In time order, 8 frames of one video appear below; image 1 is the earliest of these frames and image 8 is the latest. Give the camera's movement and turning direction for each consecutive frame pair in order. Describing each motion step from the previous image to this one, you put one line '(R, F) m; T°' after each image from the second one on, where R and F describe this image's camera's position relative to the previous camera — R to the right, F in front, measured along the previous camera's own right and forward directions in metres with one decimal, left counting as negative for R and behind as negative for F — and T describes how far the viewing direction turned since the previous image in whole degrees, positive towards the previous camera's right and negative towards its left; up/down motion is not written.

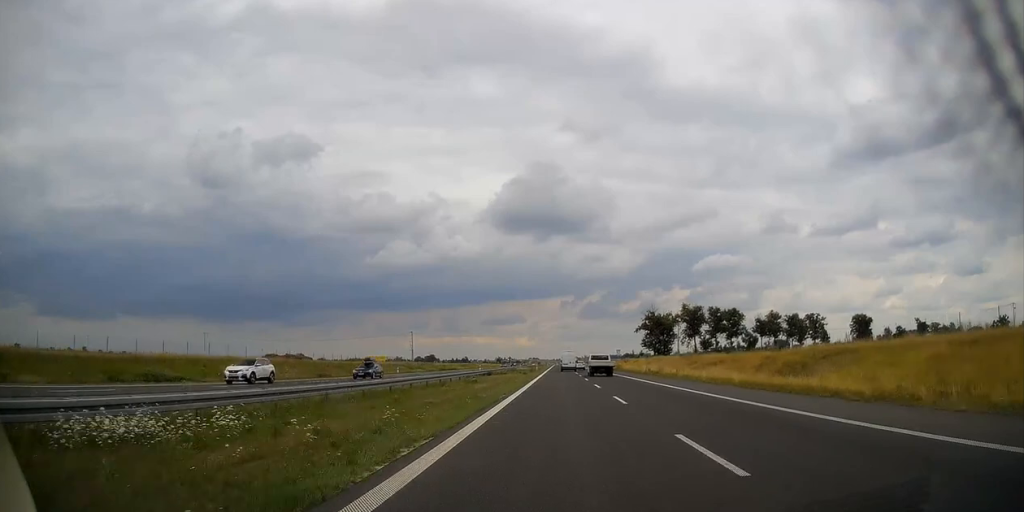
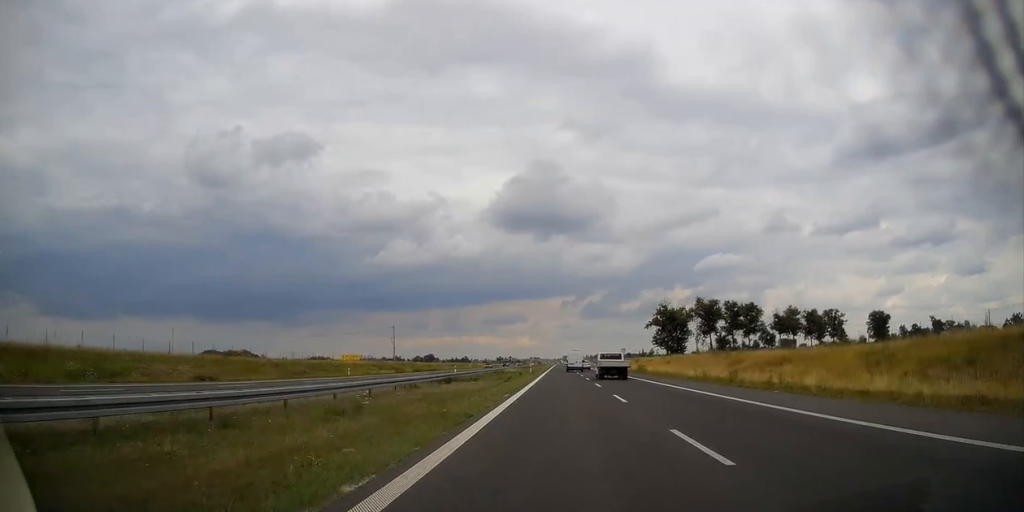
(0.0, +23.5) m; 0°
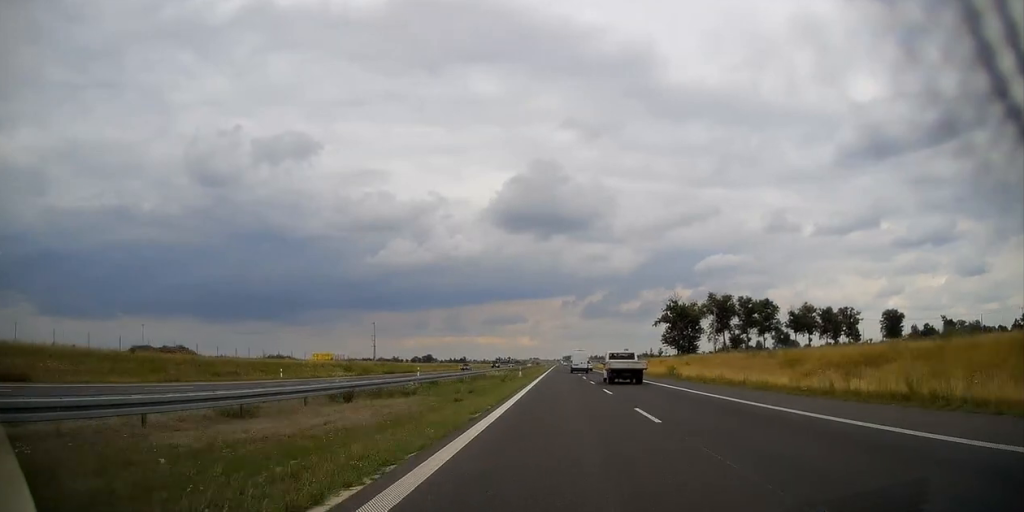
(0.0, +18.7) m; 0°
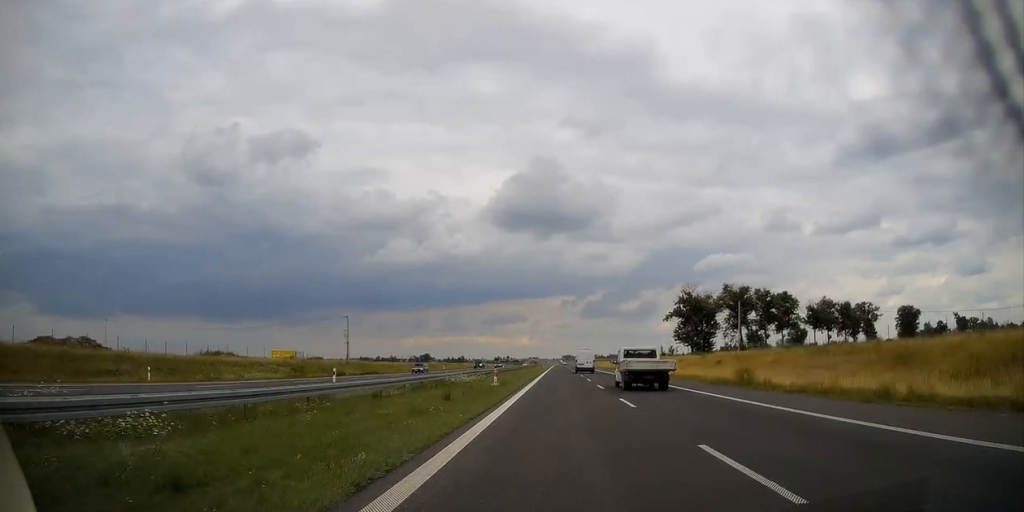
(0.0, +19.9) m; 0°
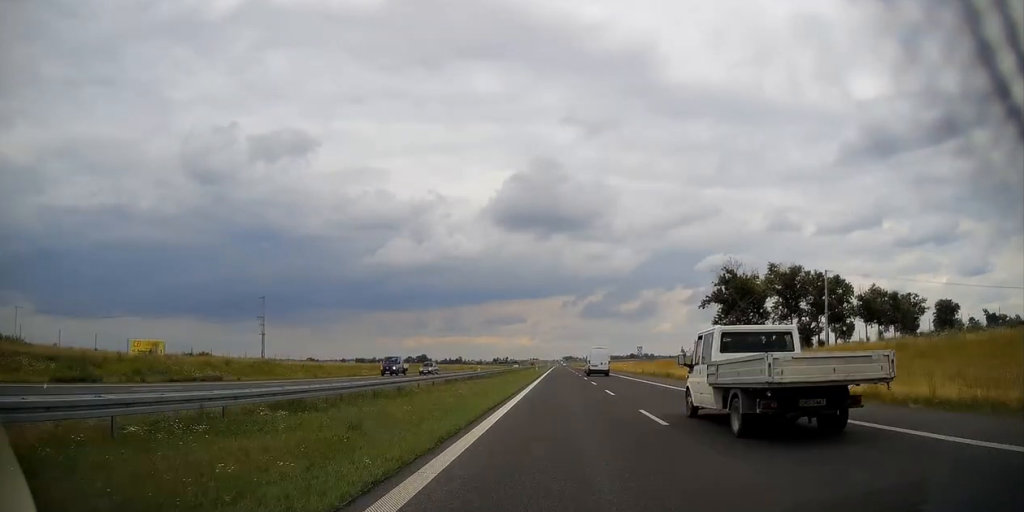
(0.0, +41.2) m; 0°
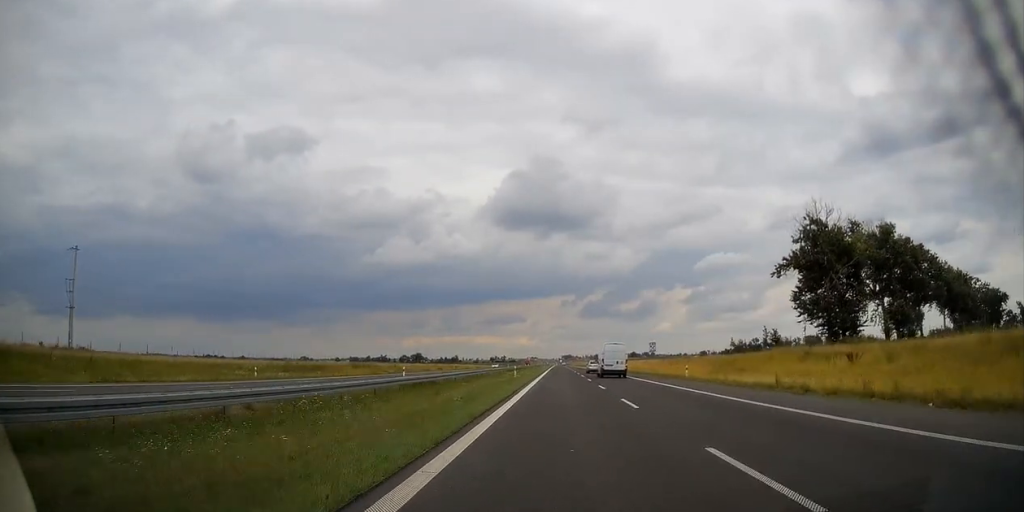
(+0.1, +43.9) m; 0°
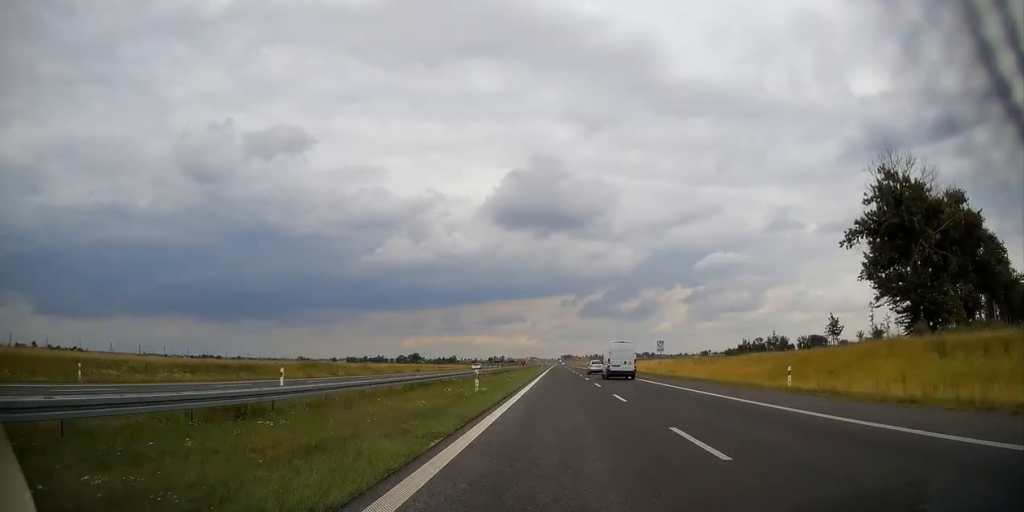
(0.0, +21.4) m; 0°
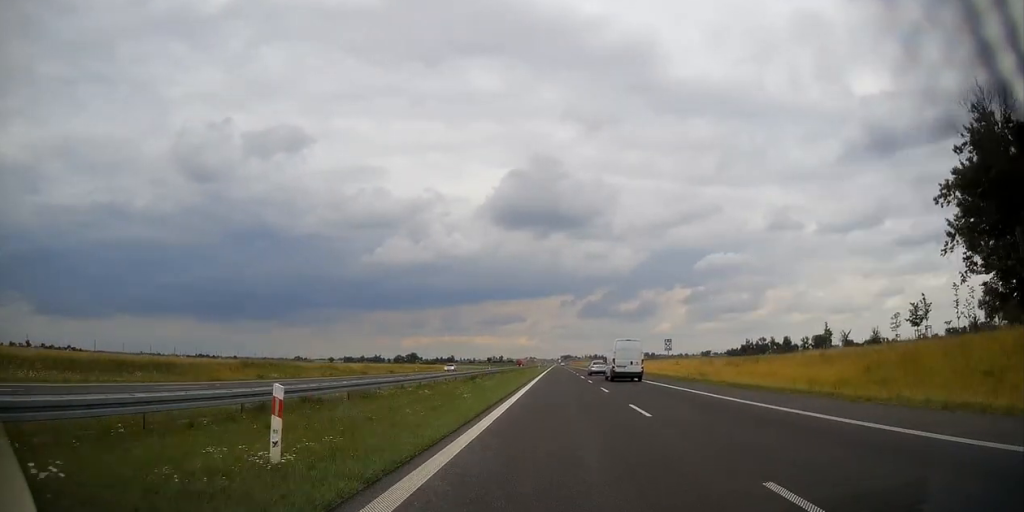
(0.0, +17.7) m; 0°
